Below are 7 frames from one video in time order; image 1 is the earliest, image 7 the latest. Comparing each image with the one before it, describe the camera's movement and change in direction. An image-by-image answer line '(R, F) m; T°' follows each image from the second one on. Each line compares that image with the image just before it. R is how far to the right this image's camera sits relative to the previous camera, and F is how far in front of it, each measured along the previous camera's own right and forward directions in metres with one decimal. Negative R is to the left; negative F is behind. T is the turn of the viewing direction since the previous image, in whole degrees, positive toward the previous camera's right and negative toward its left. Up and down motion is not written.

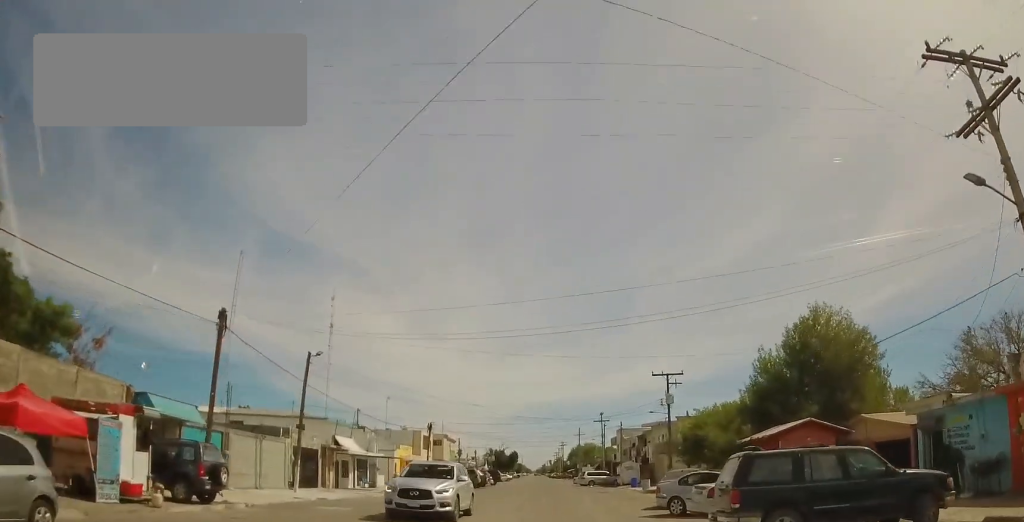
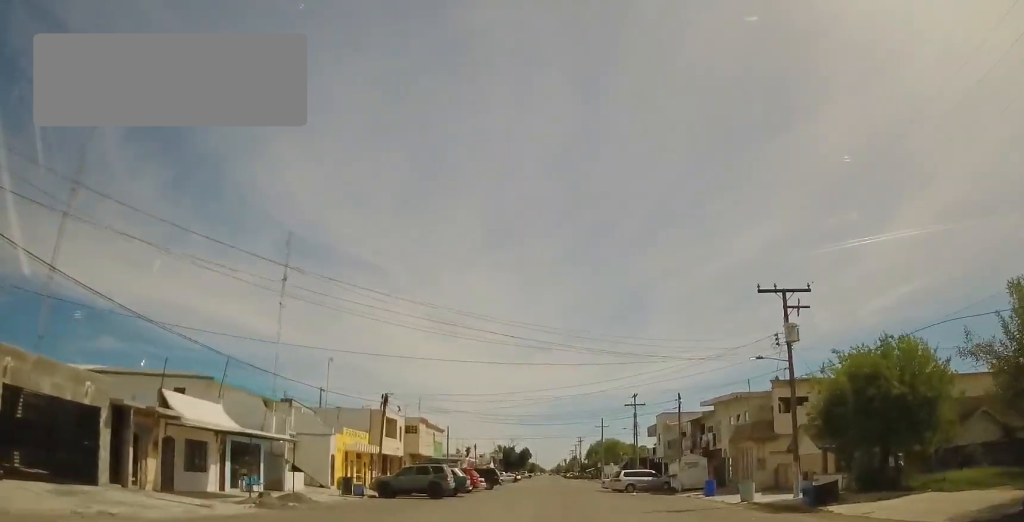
(0.0, +23.9) m; 0°
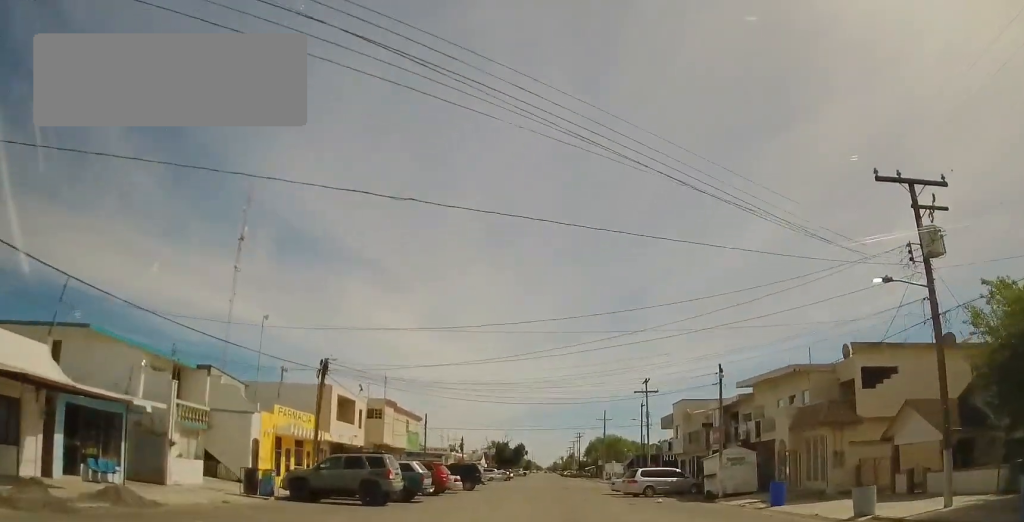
(0.0, +11.2) m; 0°
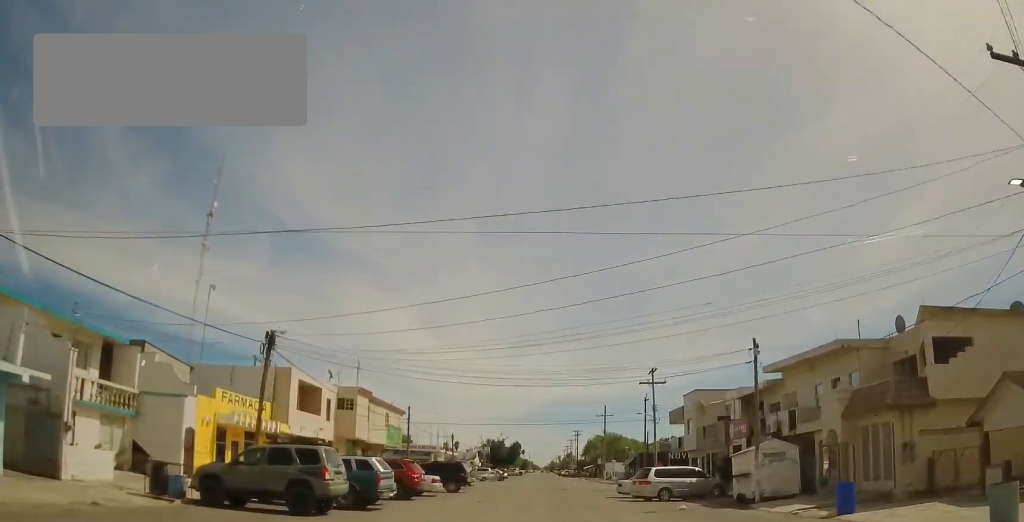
(0.0, +6.2) m; 0°
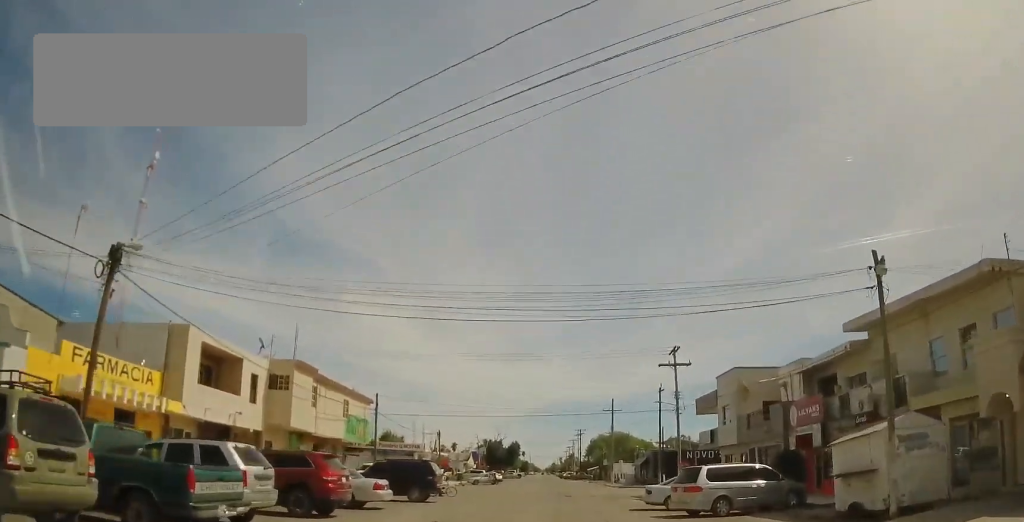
(0.0, +10.5) m; 0°
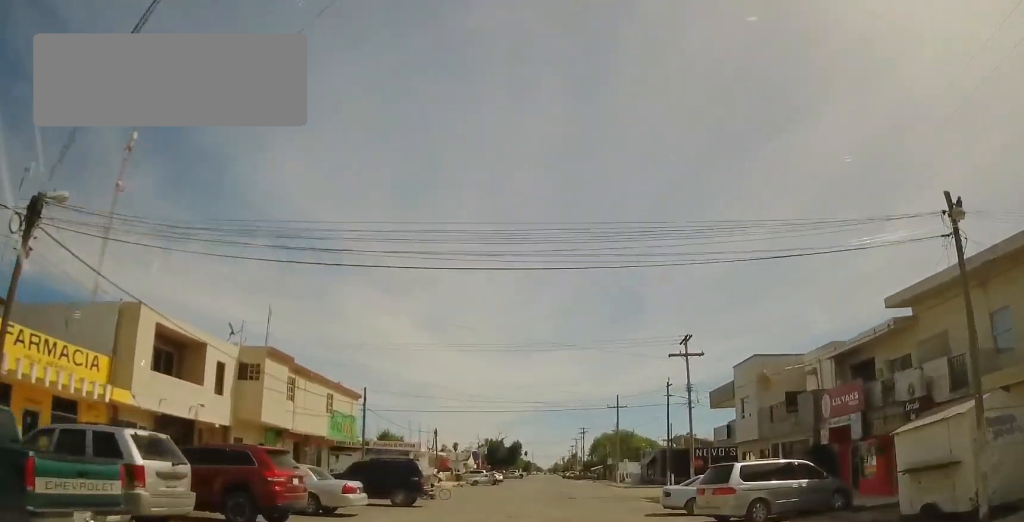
(0.0, +3.5) m; 0°
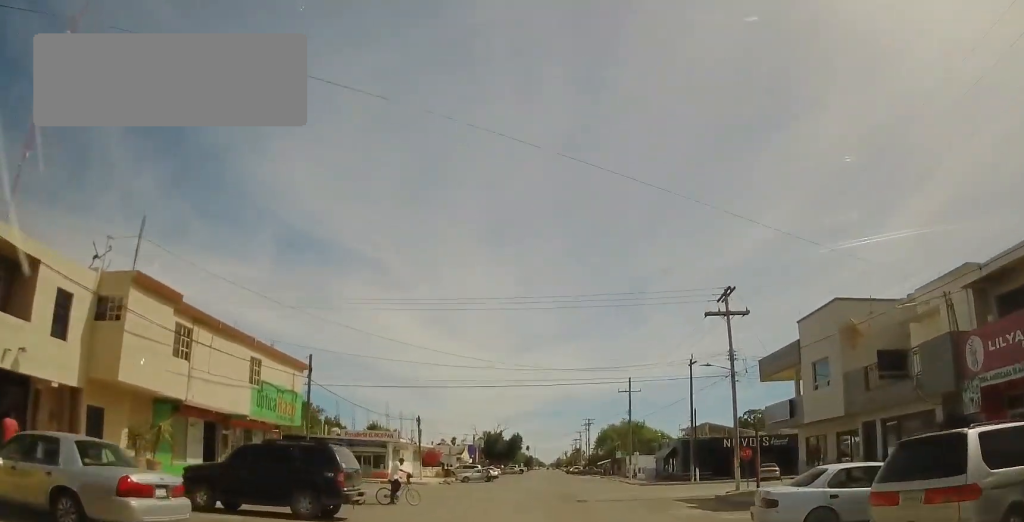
(0.0, +10.5) m; 0°
